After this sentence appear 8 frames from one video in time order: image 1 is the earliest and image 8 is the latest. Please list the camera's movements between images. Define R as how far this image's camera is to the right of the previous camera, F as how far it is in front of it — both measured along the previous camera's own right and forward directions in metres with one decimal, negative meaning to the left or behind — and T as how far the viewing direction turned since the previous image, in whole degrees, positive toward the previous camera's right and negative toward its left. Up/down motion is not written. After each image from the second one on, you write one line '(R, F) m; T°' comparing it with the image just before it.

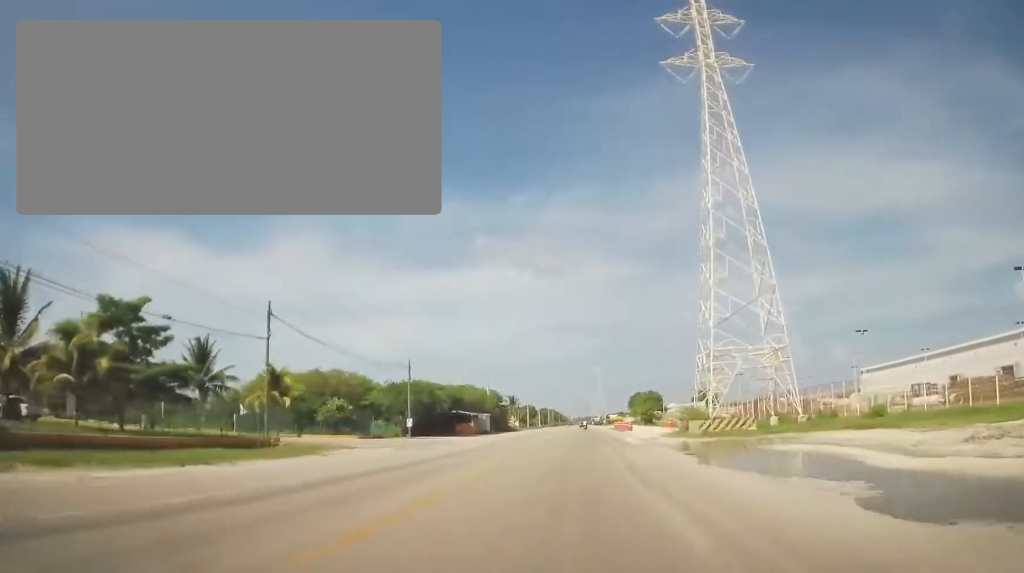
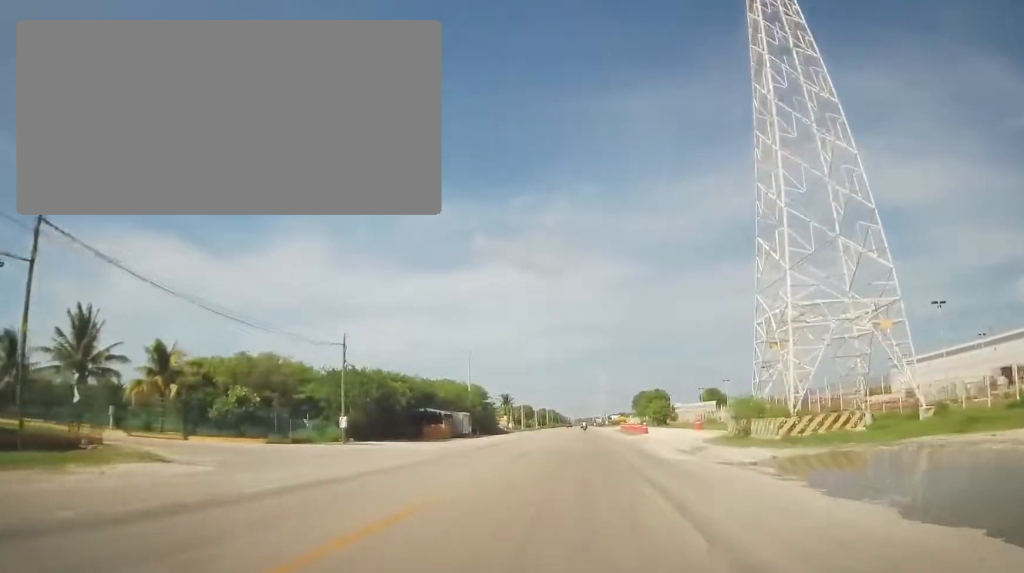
(-0.2, +17.0) m; -1°
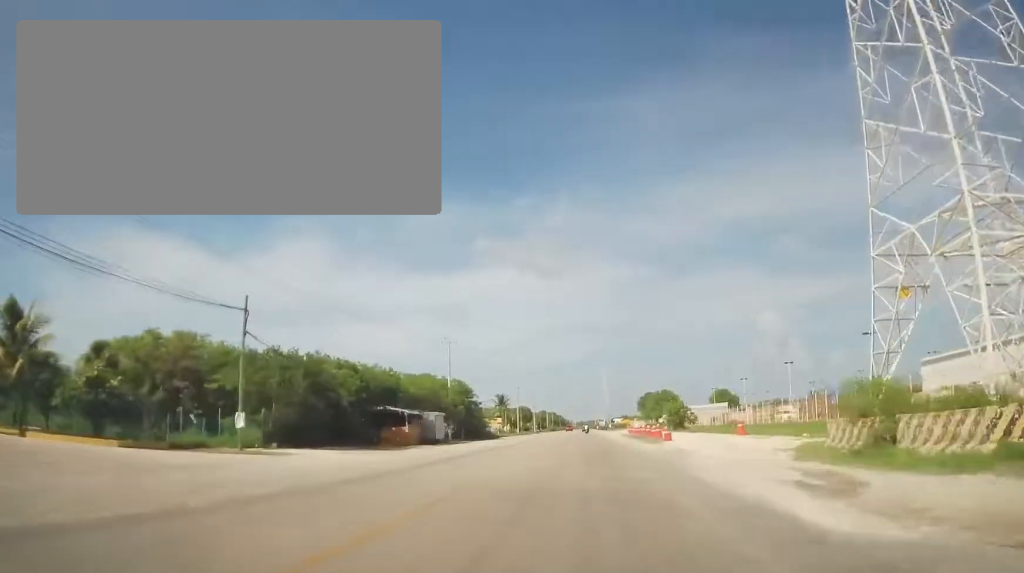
(-0.2, +14.0) m; 0°
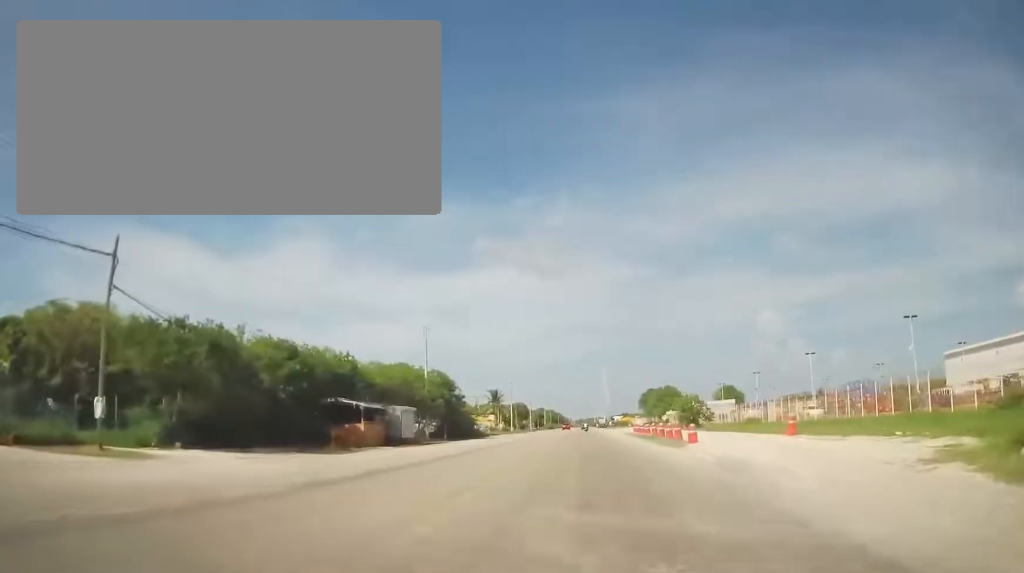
(0.0, +10.2) m; 0°
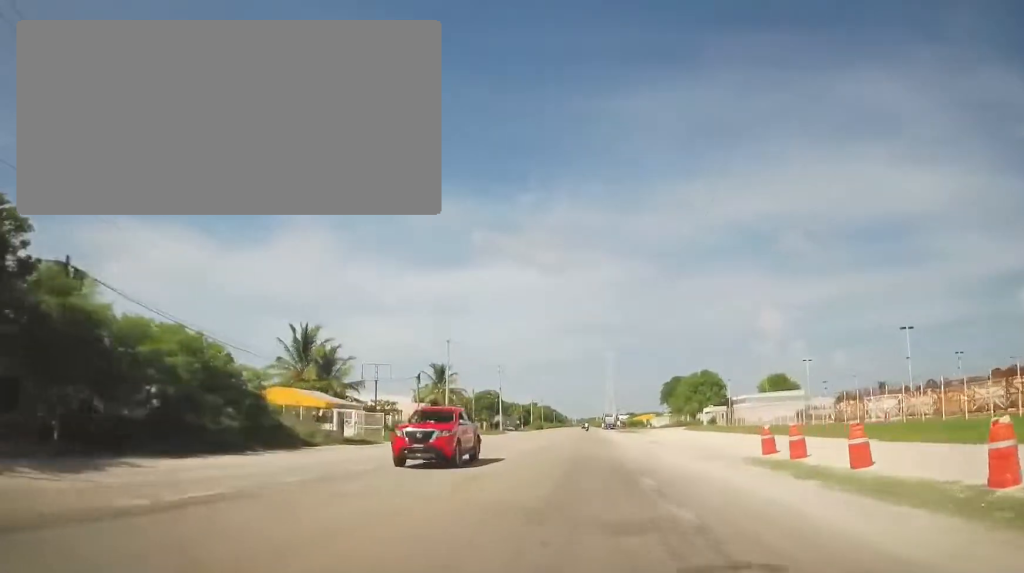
(+1.8, +58.4) m; +2°
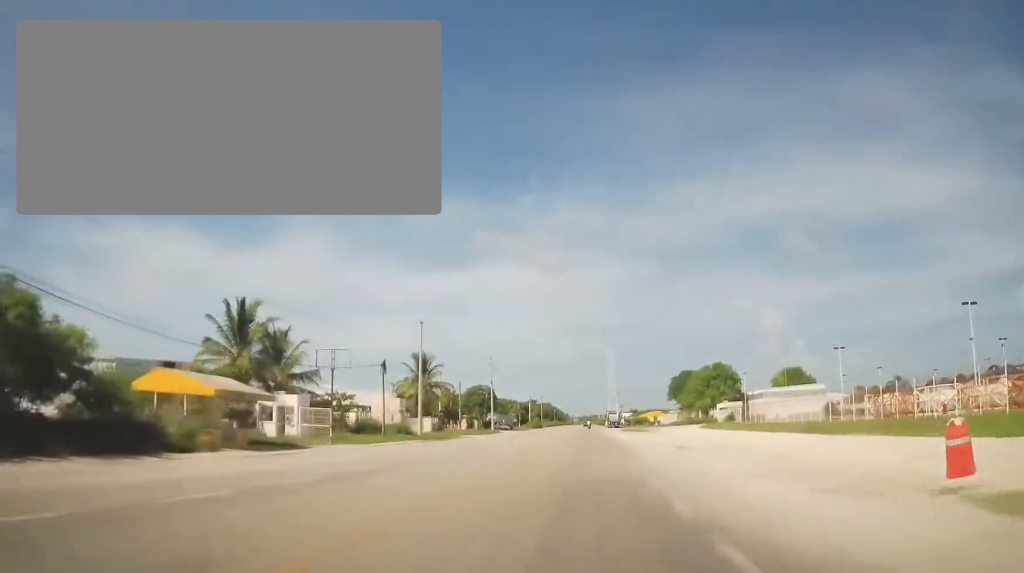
(-0.4, +11.6) m; -1°
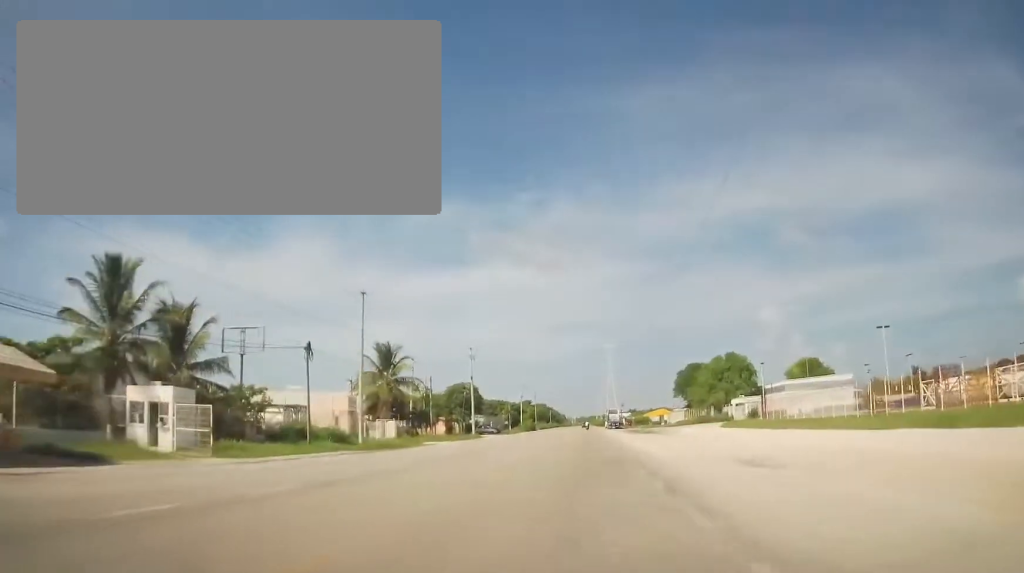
(-0.2, +14.0) m; 0°
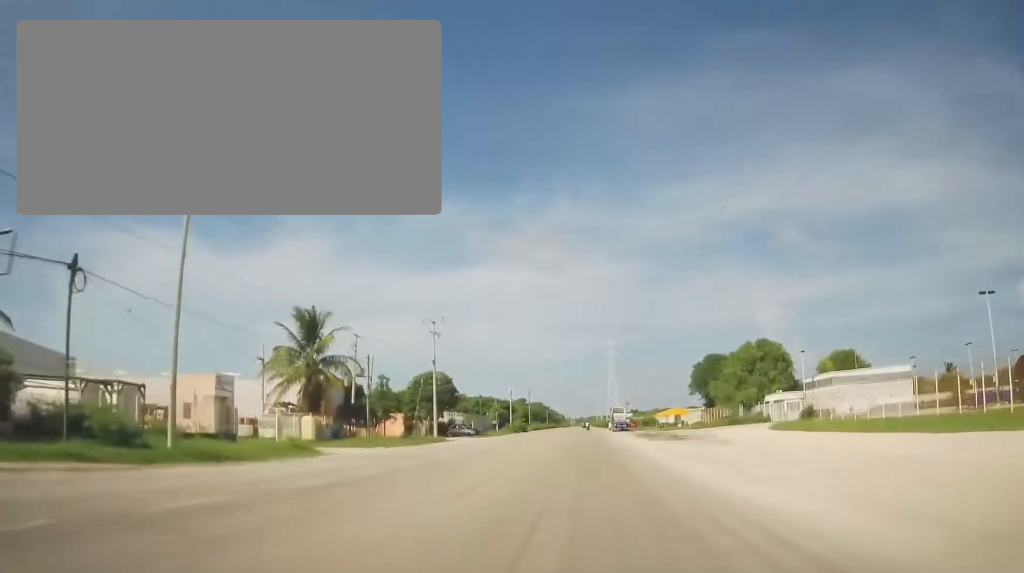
(+0.3, +20.0) m; +1°
